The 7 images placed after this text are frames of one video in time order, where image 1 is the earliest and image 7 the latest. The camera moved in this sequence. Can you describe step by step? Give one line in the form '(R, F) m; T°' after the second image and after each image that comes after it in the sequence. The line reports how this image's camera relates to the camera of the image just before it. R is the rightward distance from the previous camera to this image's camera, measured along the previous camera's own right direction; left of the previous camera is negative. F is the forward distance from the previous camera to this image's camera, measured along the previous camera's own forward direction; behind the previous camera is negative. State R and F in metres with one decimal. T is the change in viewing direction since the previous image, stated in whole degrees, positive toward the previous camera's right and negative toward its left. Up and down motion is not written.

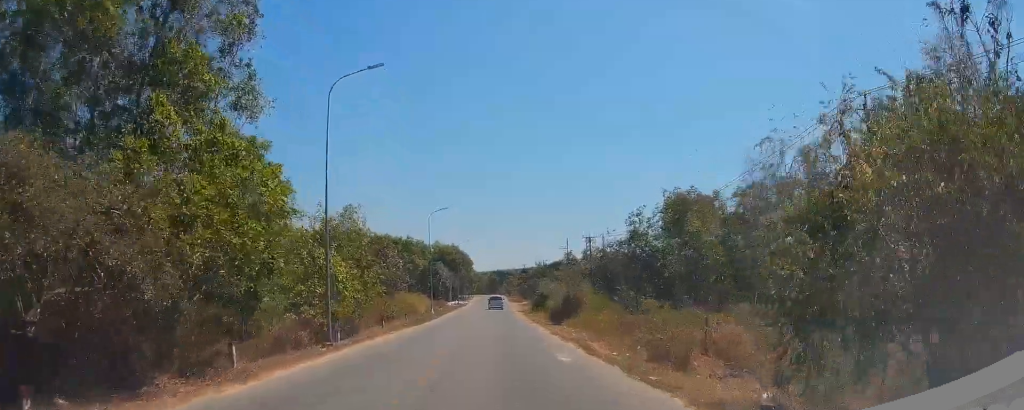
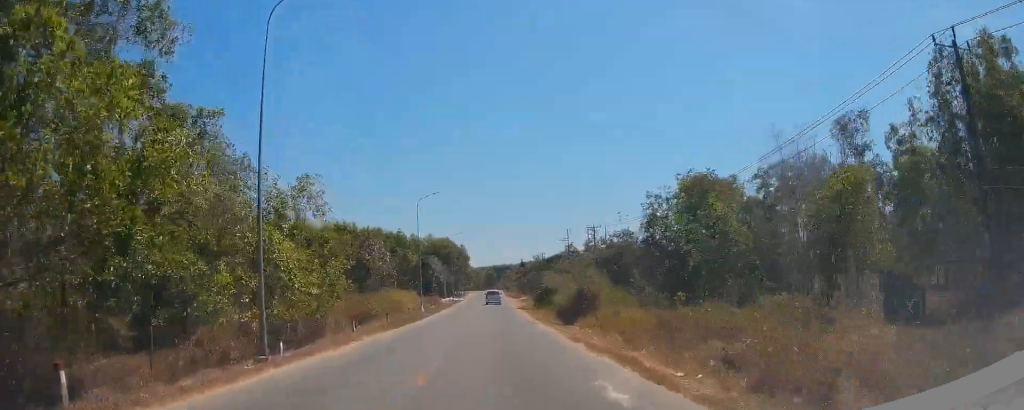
(+0.1, +7.1) m; 0°
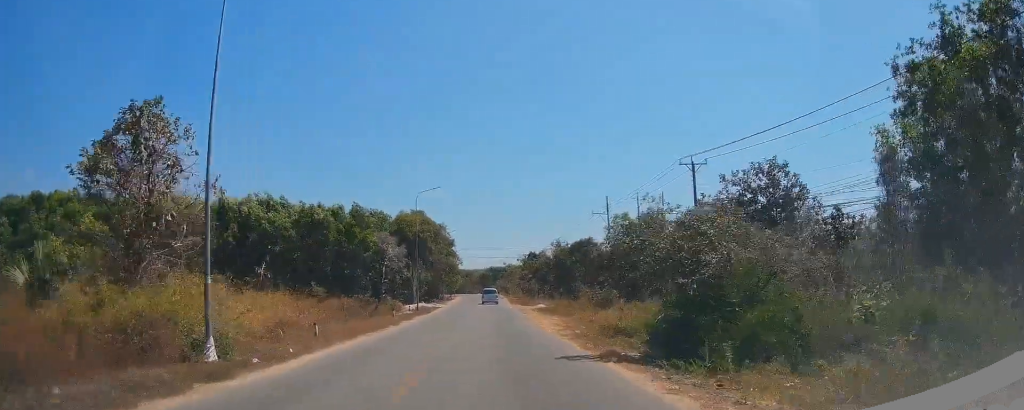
(0.0, +43.7) m; -1°
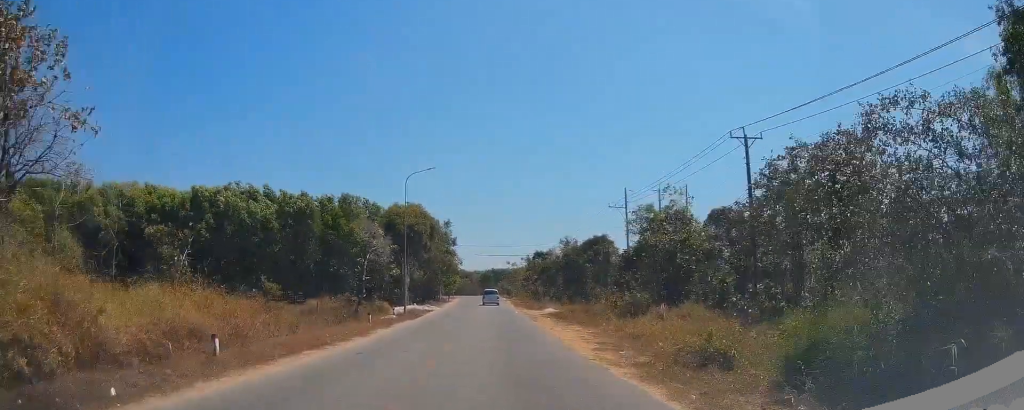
(+0.3, +8.9) m; +1°
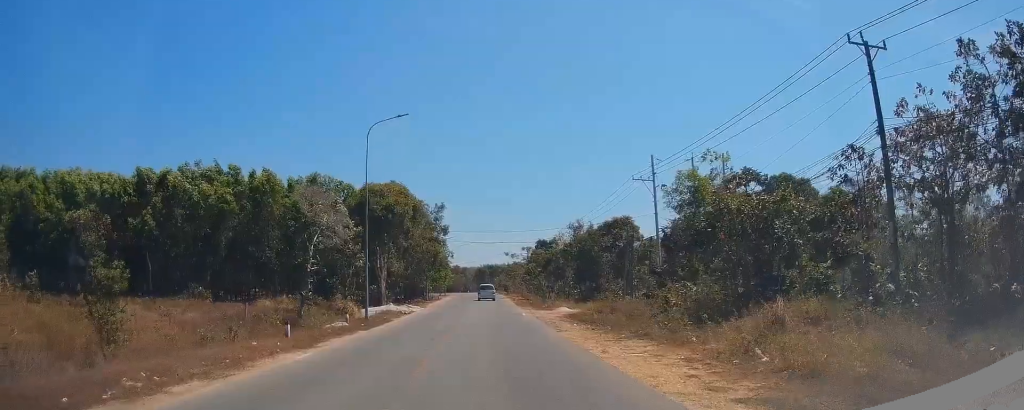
(+0.1, +13.4) m; 0°
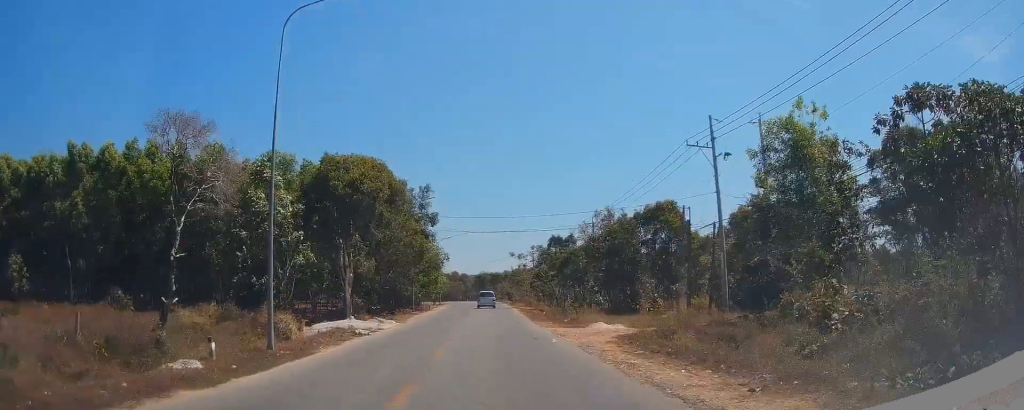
(0.0, +14.8) m; +1°
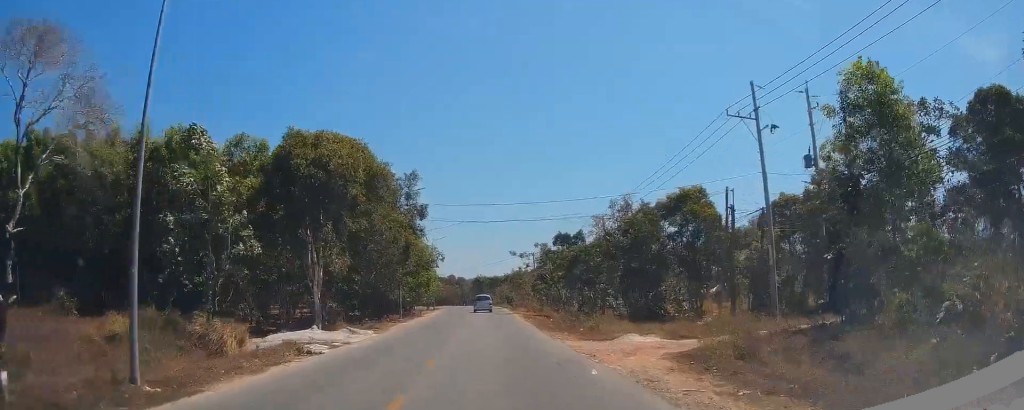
(0.0, +7.4) m; +1°
